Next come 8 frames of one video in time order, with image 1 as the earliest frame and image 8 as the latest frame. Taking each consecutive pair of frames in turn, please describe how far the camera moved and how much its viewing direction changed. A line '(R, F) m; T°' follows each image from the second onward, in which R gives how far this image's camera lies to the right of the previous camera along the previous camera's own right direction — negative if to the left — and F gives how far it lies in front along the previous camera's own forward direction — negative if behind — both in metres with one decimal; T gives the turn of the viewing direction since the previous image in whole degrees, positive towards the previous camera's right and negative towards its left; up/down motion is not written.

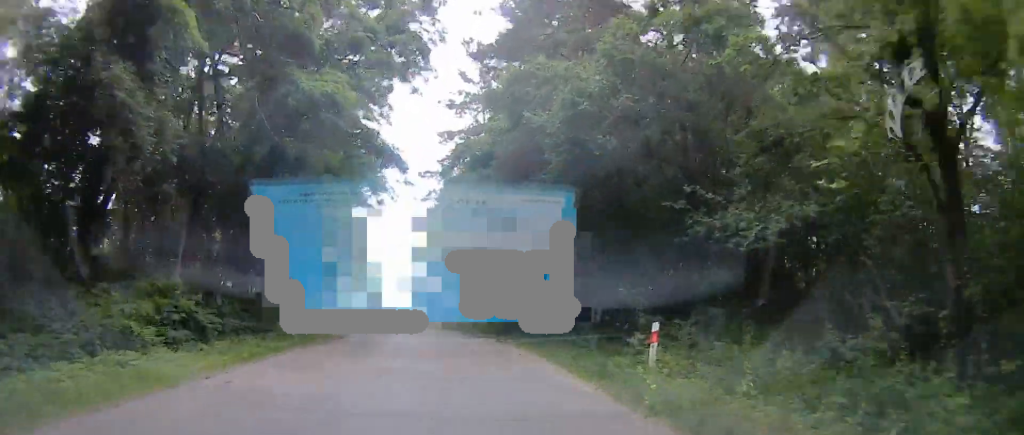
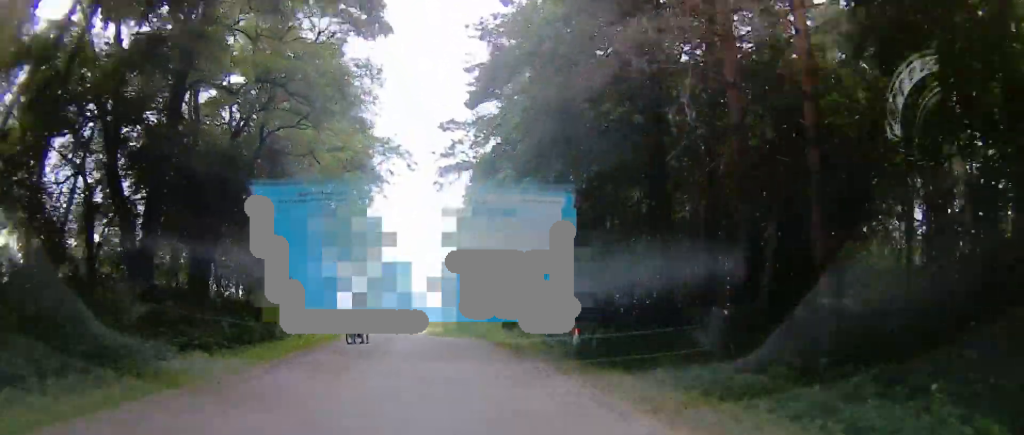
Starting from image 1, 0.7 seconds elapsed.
(-0.1, +7.4) m; -4°
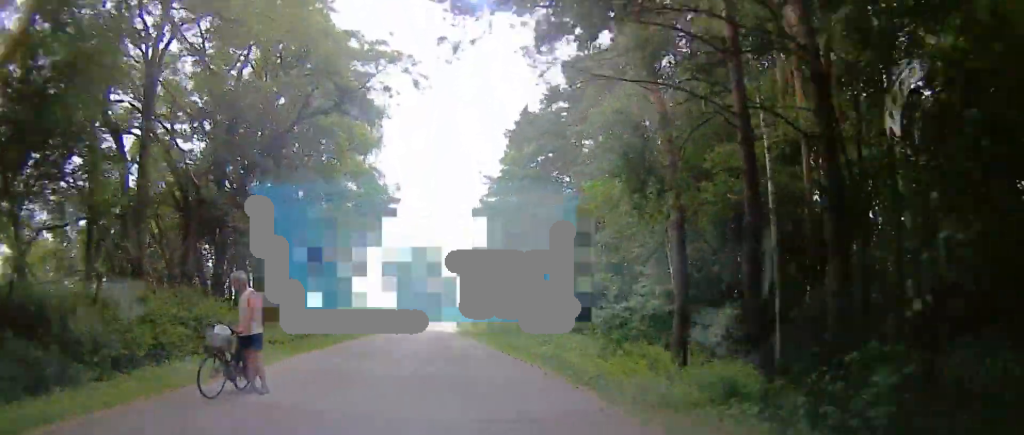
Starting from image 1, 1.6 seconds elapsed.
(-0.6, +12.5) m; -7°
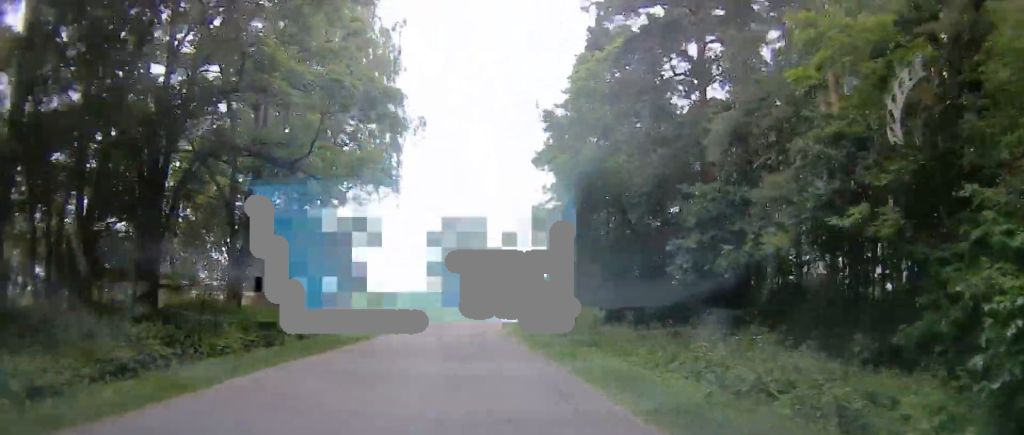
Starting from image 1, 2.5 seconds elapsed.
(-1.0, +13.6) m; -4°
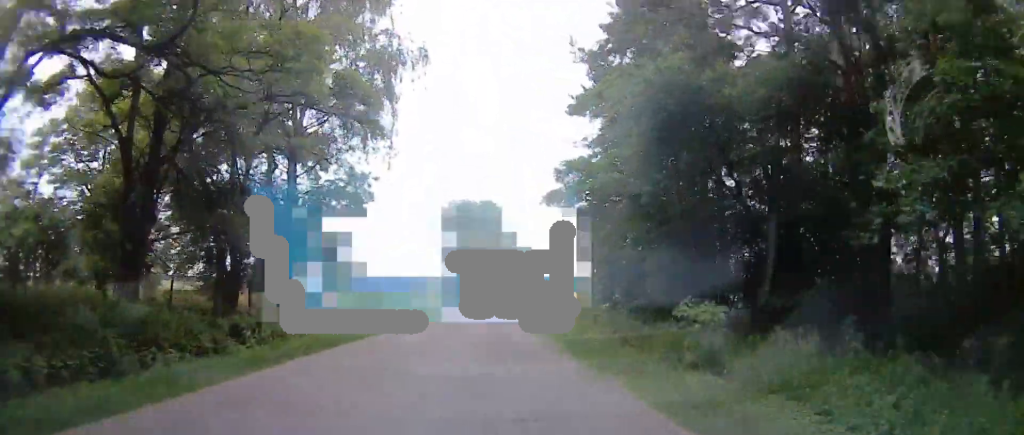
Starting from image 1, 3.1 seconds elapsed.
(0.0, +8.6) m; +1°
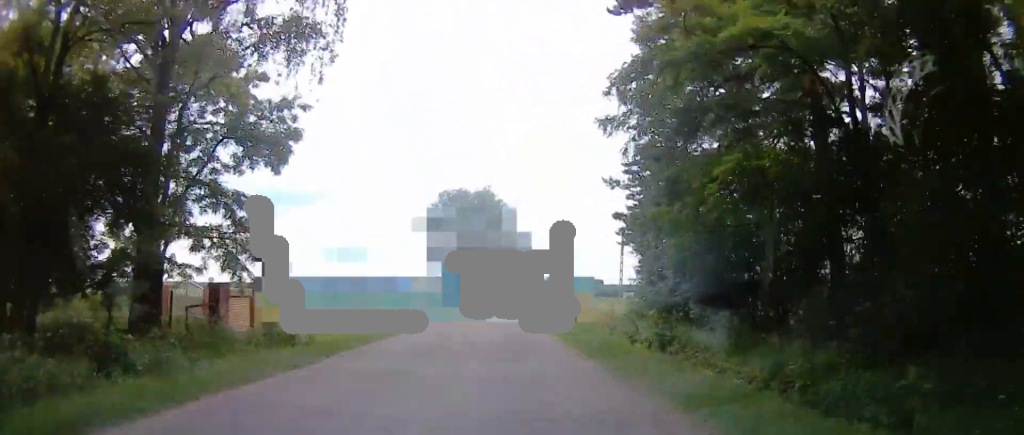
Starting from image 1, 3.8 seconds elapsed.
(+0.1, +11.4) m; +2°
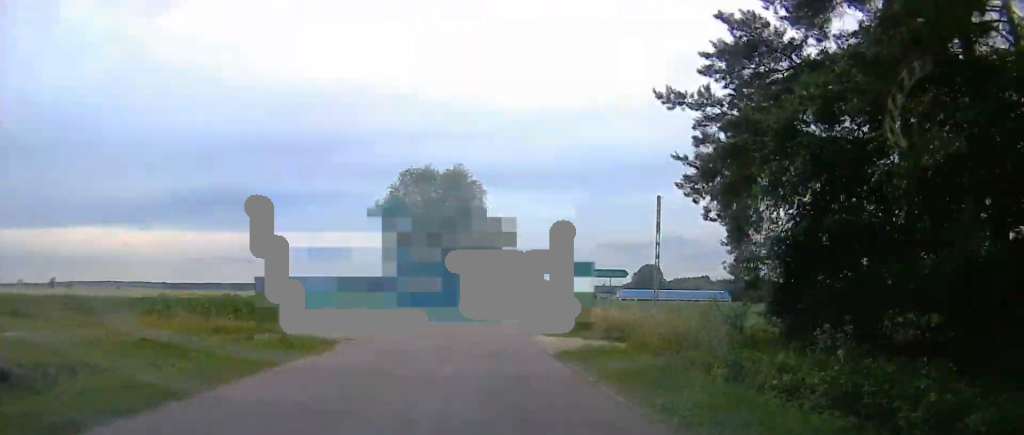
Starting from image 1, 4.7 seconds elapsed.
(+0.4, +14.1) m; +4°
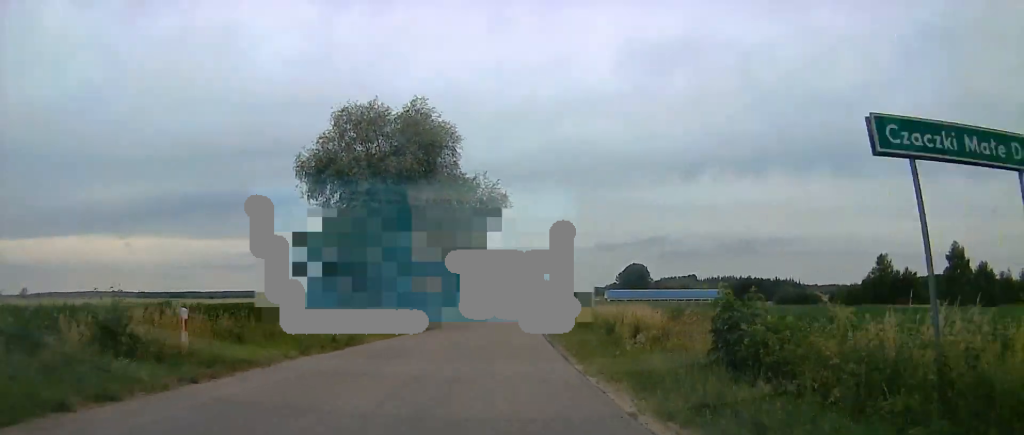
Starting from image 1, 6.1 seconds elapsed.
(+1.2, +25.3) m; +3°
